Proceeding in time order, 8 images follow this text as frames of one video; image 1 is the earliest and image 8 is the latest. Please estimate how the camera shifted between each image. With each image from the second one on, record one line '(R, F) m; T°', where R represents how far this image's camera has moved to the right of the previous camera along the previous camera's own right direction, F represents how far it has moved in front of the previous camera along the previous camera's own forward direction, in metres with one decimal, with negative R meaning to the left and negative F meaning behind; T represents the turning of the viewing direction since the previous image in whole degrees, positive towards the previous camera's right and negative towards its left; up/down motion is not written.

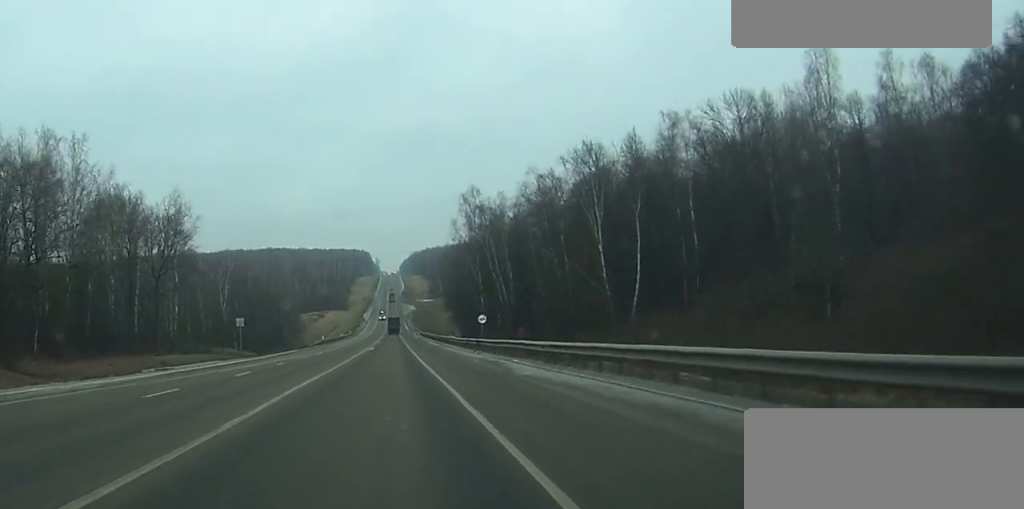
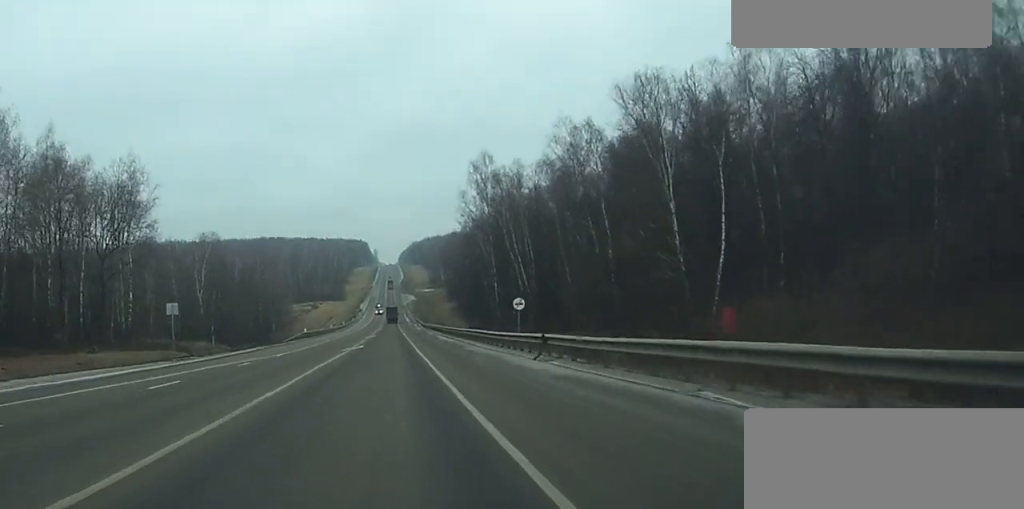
(0.0, +23.5) m; 0°
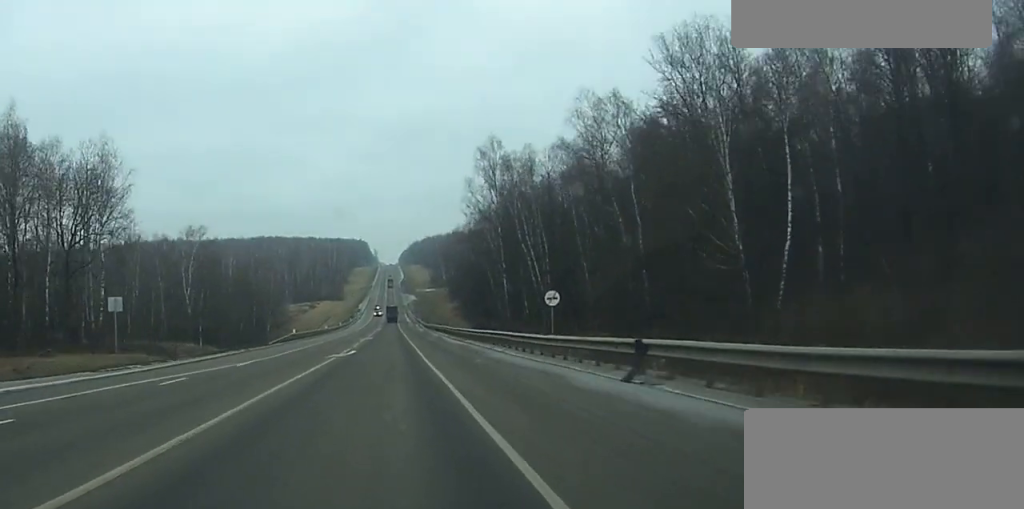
(0.0, +11.3) m; 0°
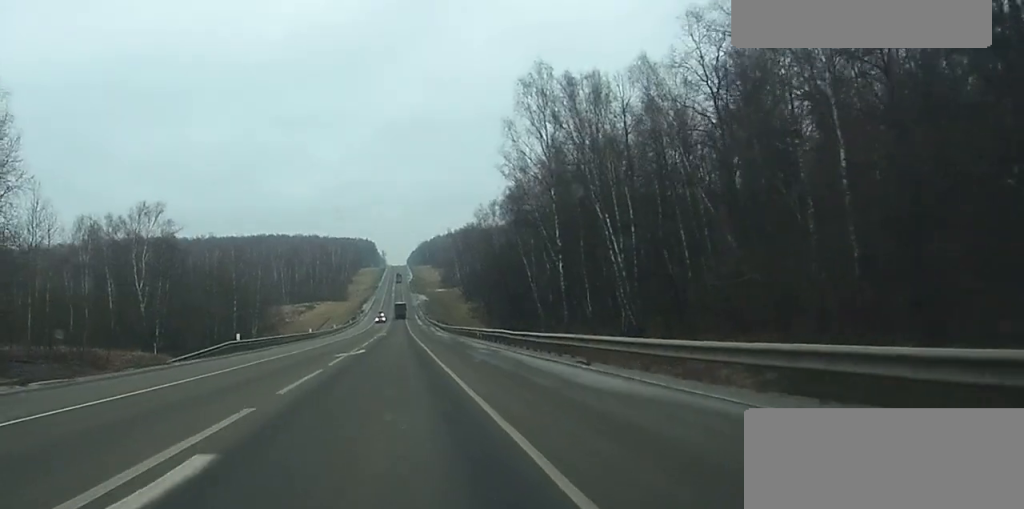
(+0.1, +36.5) m; 0°
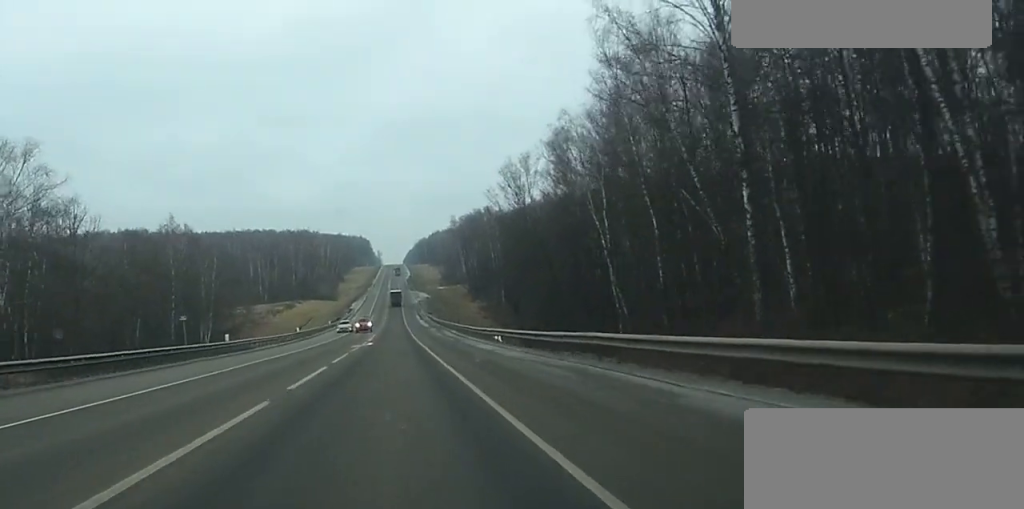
(0.0, +47.8) m; 0°
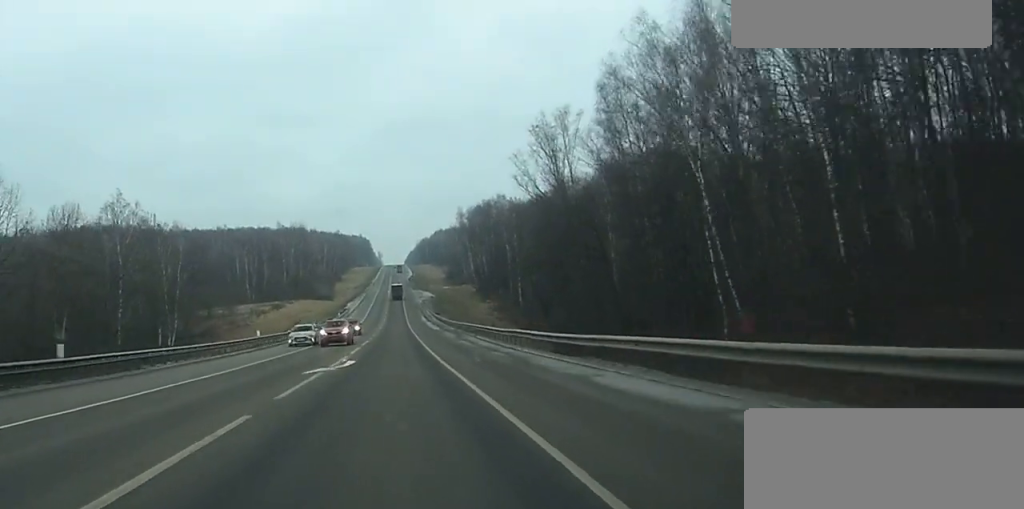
(-0.1, +26.6) m; 0°
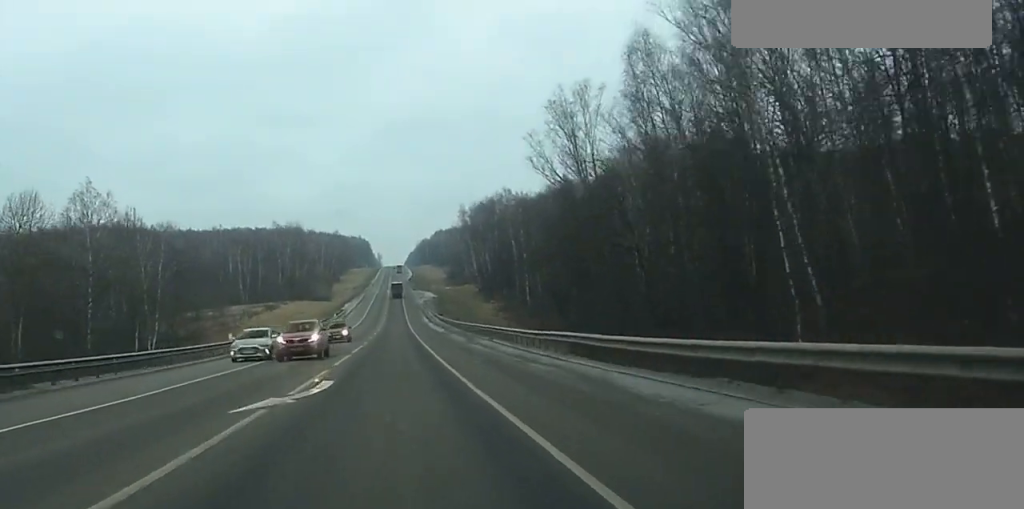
(0.0, +10.5) m; 0°
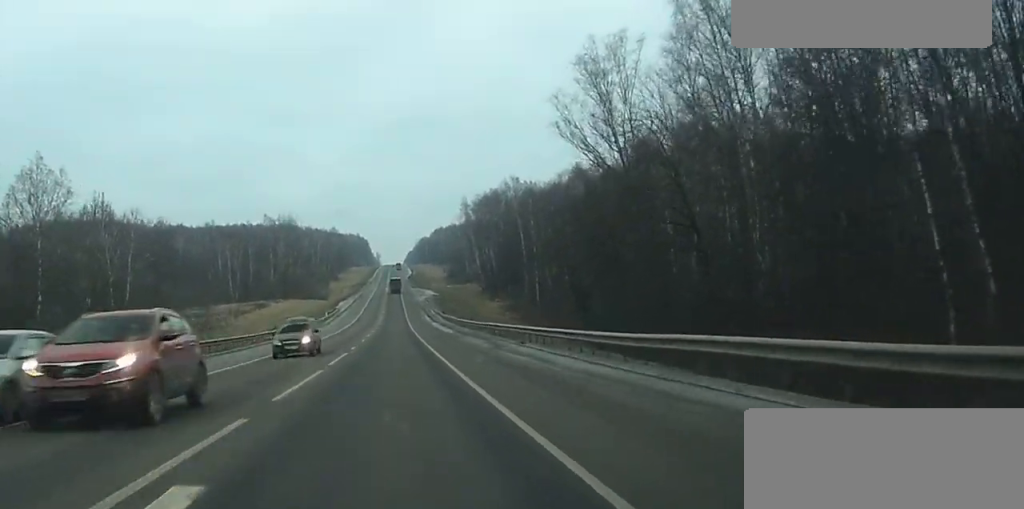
(0.0, +14.4) m; 0°
